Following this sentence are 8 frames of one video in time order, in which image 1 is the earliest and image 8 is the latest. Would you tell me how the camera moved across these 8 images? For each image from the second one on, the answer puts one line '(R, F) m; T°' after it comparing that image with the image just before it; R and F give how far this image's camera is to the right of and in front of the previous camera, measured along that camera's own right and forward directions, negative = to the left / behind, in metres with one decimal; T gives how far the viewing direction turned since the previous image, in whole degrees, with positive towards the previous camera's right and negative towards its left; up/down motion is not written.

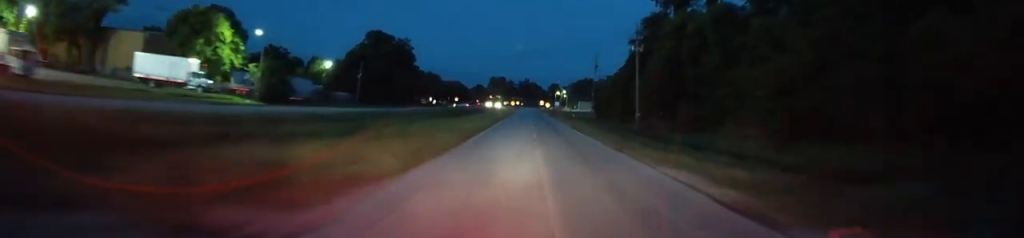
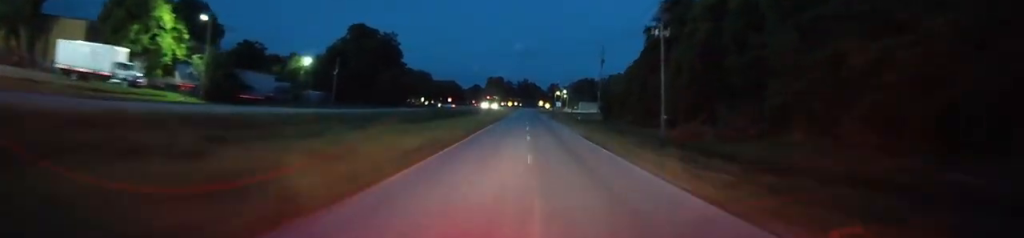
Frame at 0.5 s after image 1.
(0.0, +13.2) m; 0°
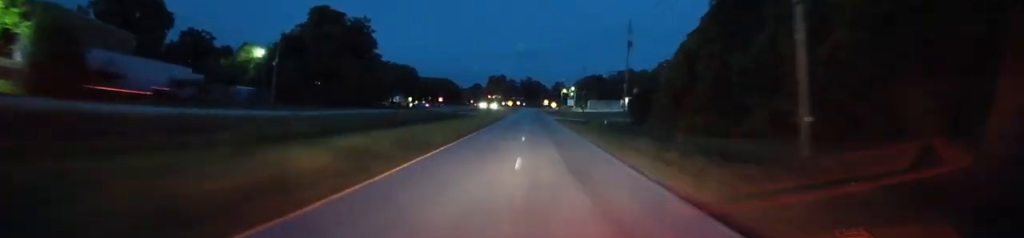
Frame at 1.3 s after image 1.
(+0.2, +25.4) m; 0°
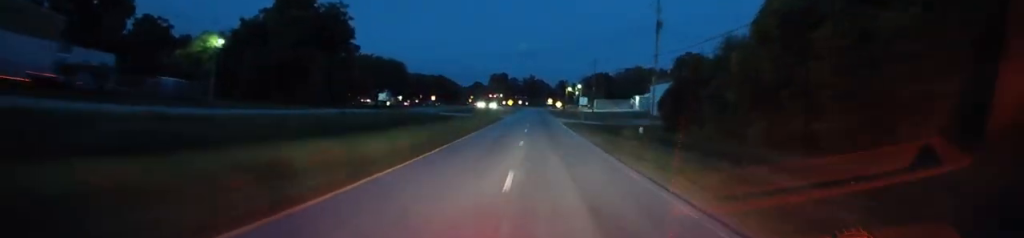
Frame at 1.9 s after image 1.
(+0.3, +16.8) m; 0°
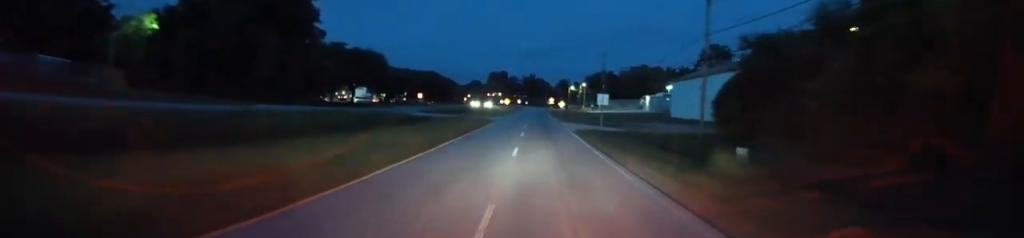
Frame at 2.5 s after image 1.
(-0.2, +17.2) m; -1°
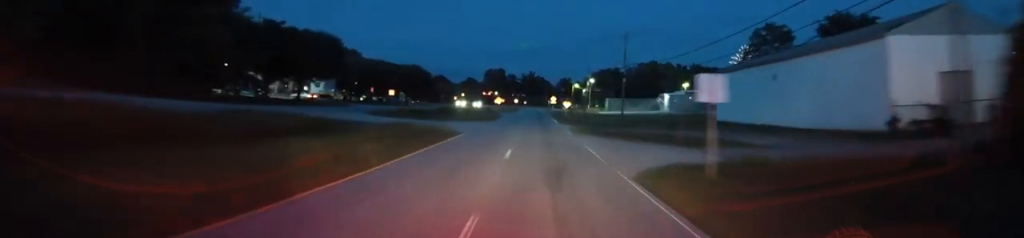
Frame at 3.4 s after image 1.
(-0.3, +25.7) m; -1°
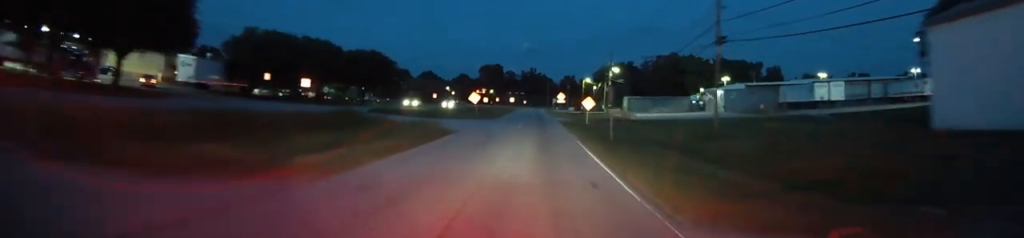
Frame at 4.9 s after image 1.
(0.0, +41.0) m; 0°
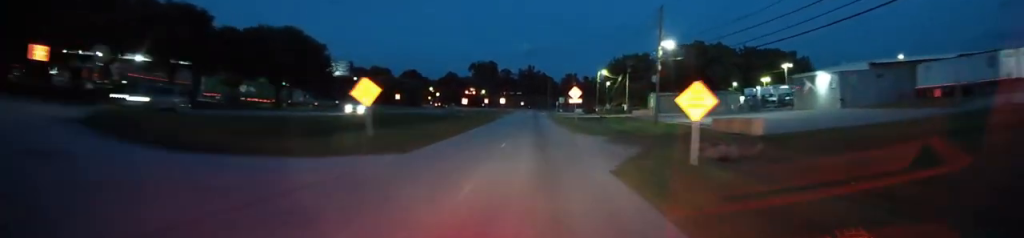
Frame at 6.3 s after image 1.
(+0.1, +40.1) m; 0°
